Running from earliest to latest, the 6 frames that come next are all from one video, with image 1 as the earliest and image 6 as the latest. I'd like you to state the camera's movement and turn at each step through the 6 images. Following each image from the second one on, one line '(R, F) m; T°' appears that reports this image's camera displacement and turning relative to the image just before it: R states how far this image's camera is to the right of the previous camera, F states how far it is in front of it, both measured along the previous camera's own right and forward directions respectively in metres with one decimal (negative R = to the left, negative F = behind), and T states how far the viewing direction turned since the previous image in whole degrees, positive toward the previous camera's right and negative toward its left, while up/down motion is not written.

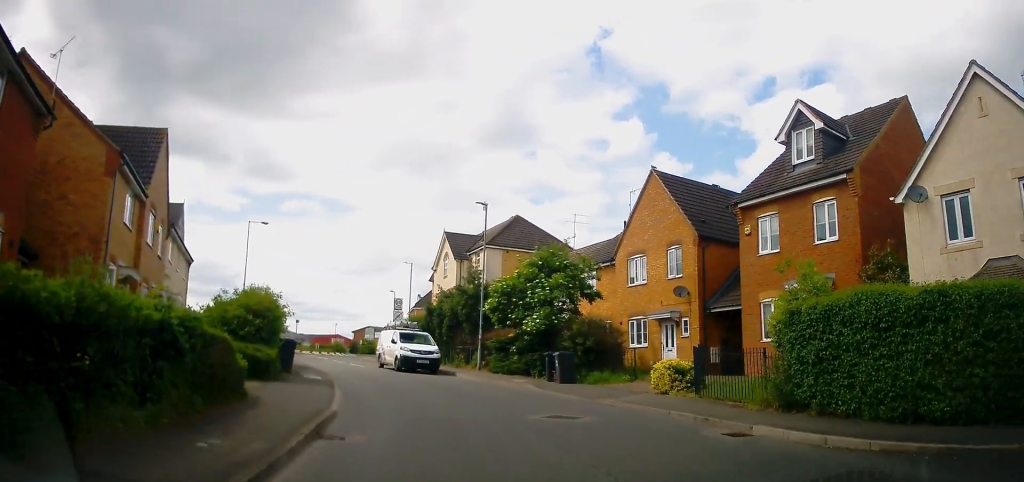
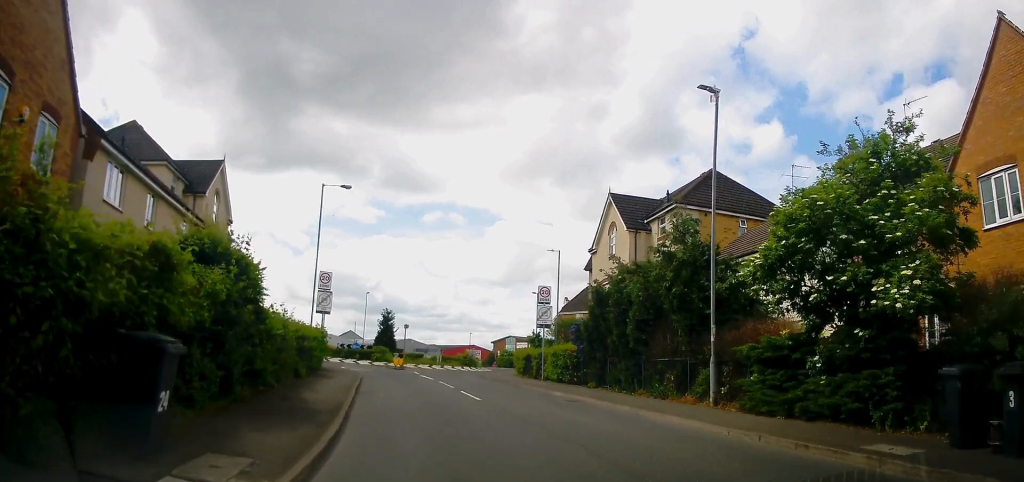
(-1.9, +14.1) m; -15°
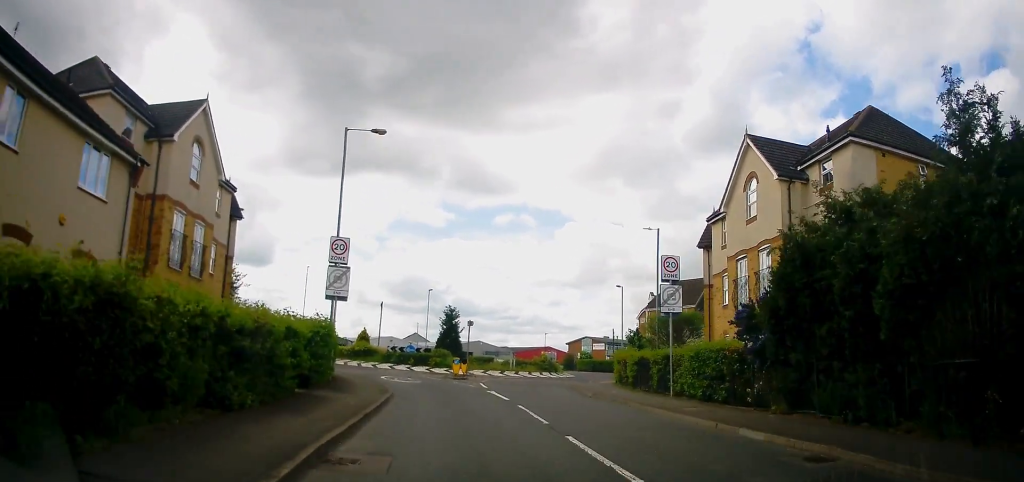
(-0.8, +9.3) m; -6°
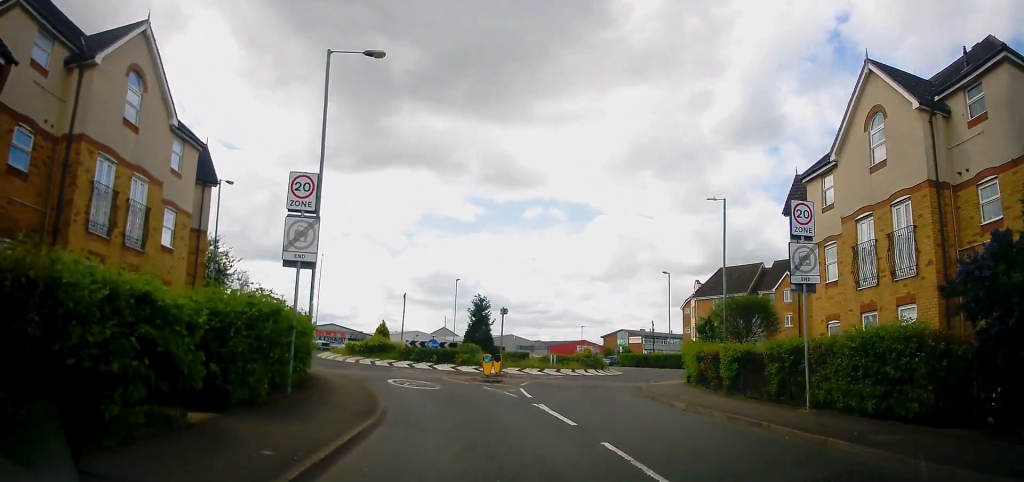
(0.0, +6.8) m; -2°
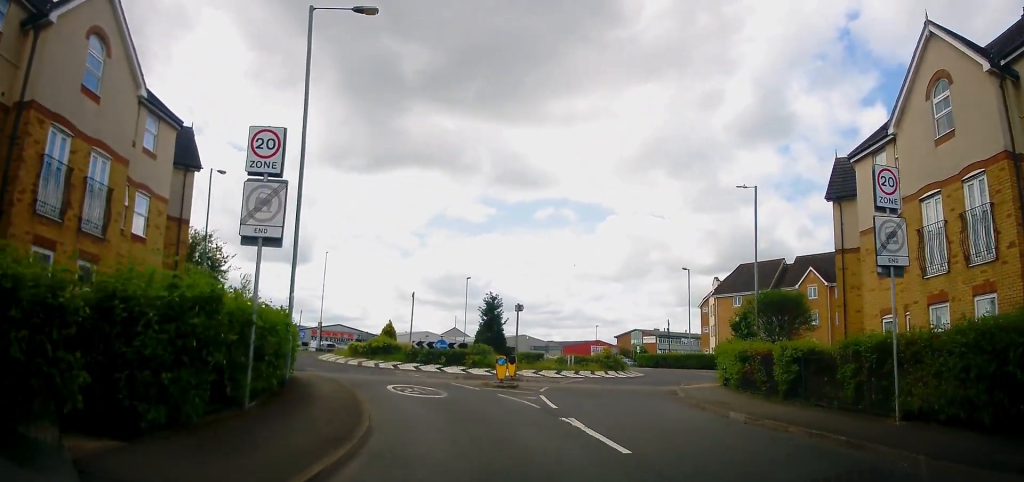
(+0.1, +2.8) m; -2°
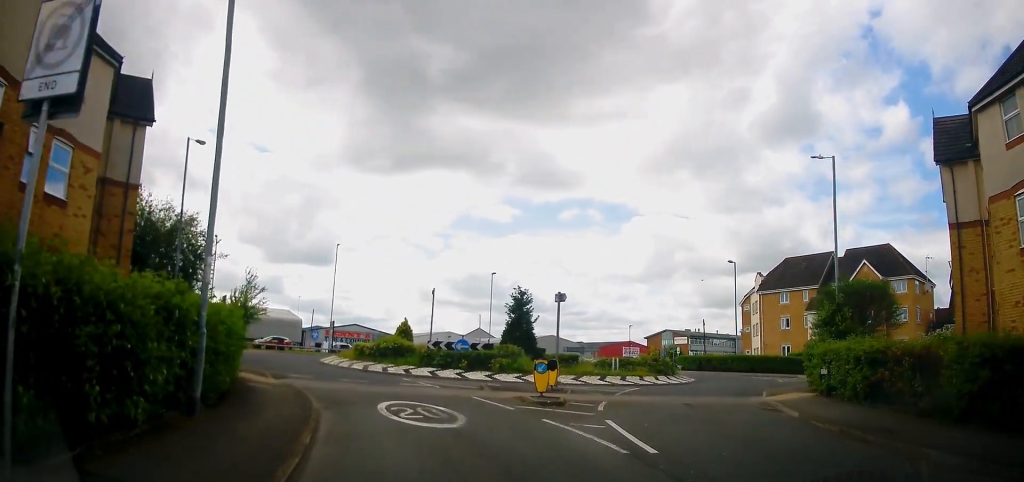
(-0.4, +5.8) m; -5°
